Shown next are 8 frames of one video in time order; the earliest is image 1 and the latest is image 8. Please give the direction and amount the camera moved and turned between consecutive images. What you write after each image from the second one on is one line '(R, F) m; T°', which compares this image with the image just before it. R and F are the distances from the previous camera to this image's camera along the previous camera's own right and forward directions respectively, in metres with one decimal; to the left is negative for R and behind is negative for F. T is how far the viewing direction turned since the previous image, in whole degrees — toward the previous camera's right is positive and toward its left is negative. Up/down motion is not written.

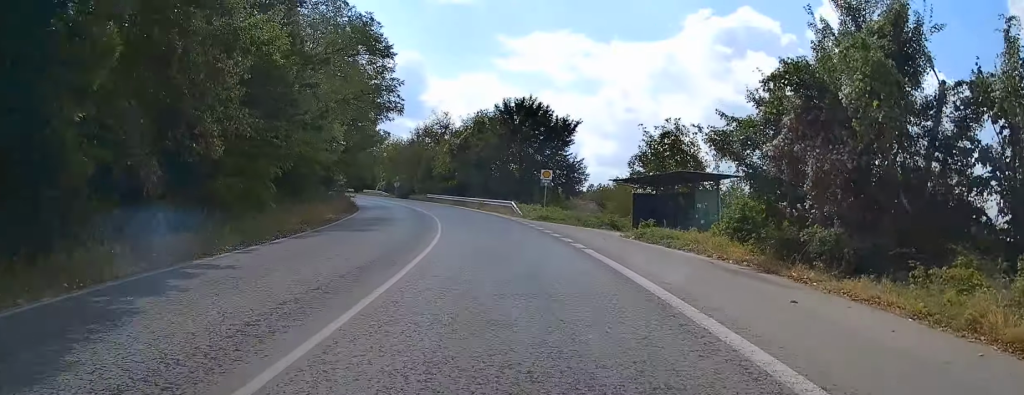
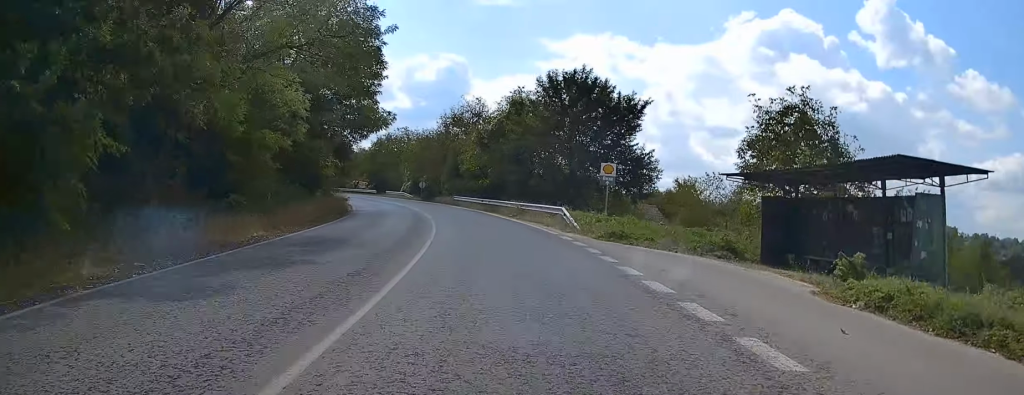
(-0.3, +13.8) m; -3°
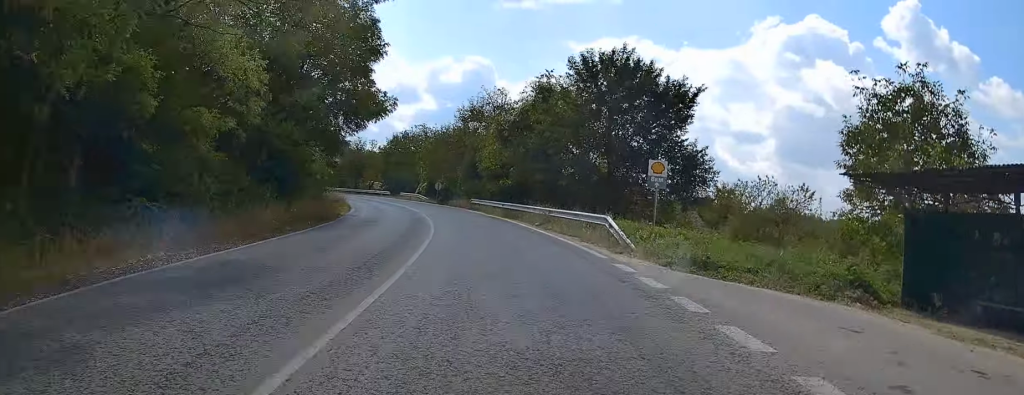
(0.0, +7.2) m; -2°
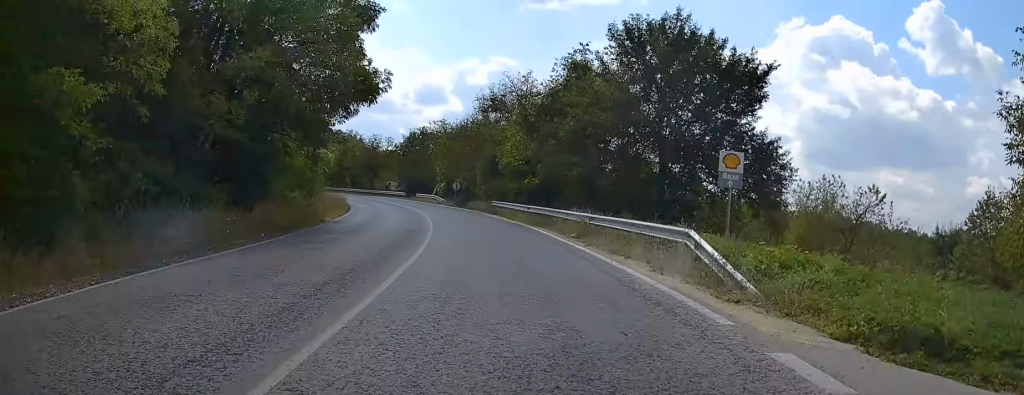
(-0.1, +7.3) m; -2°
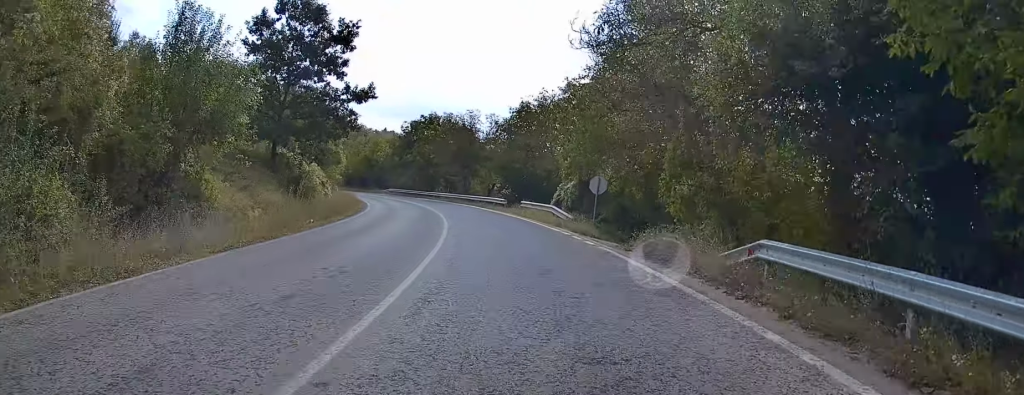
(-3.3, +34.6) m; -12°
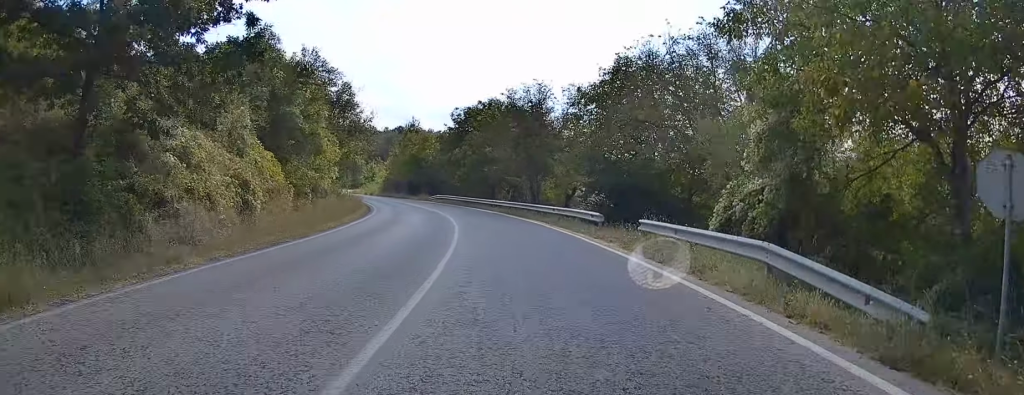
(-1.4, +20.8) m; -7°
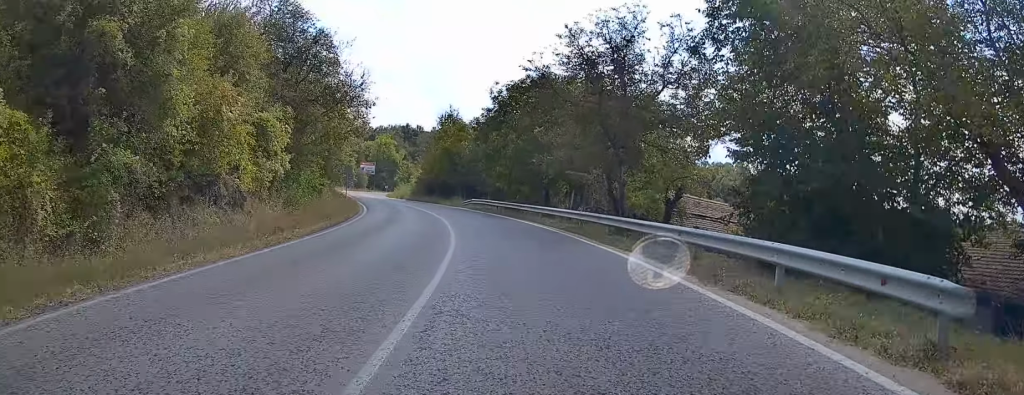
(-0.8, +17.8) m; -5°
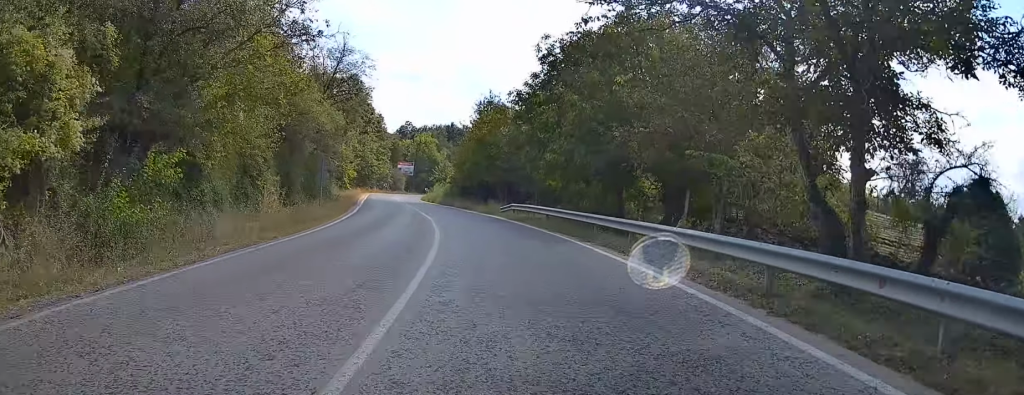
(-0.5, +16.1) m; -4°
